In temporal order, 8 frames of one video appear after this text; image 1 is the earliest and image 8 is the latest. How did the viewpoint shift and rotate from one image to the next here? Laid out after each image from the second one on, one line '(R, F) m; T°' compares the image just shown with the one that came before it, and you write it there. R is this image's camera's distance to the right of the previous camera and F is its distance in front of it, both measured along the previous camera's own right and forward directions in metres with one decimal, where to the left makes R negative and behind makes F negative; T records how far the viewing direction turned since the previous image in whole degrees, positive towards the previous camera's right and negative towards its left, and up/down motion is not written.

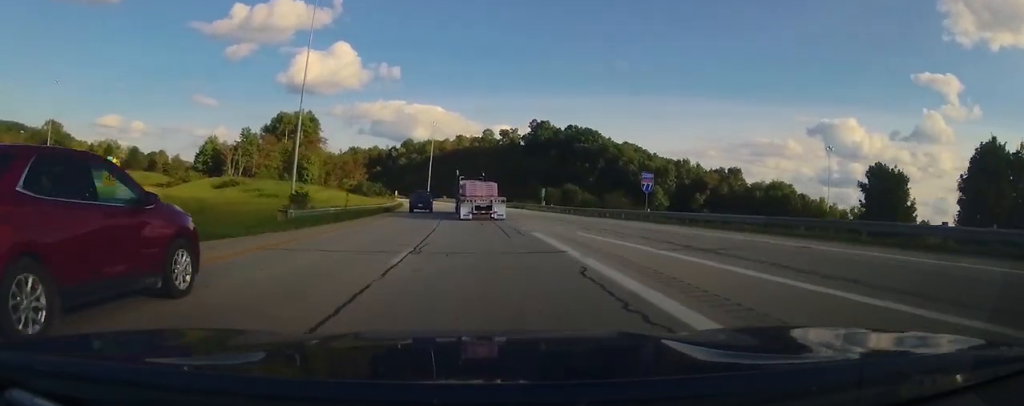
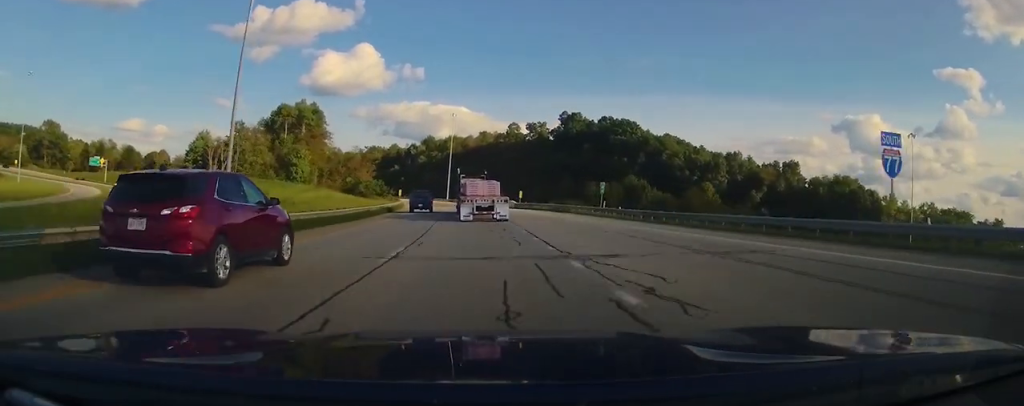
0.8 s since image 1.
(0.0, +24.2) m; 0°
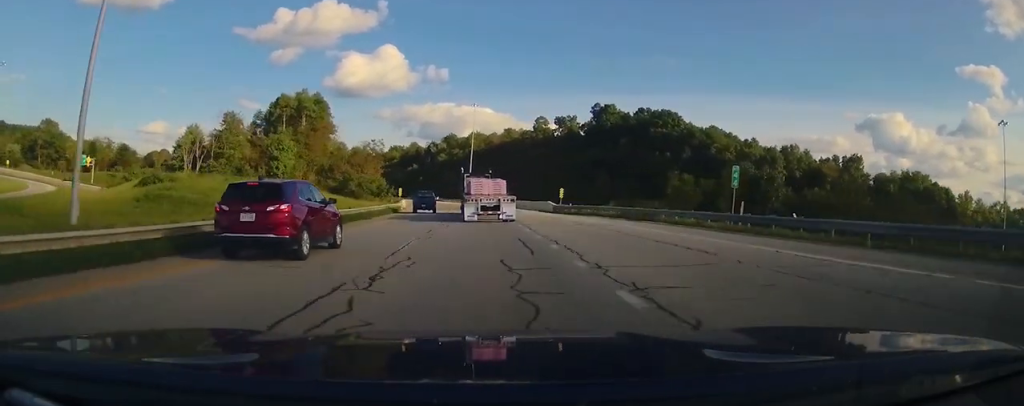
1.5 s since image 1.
(0.0, +22.1) m; -2°
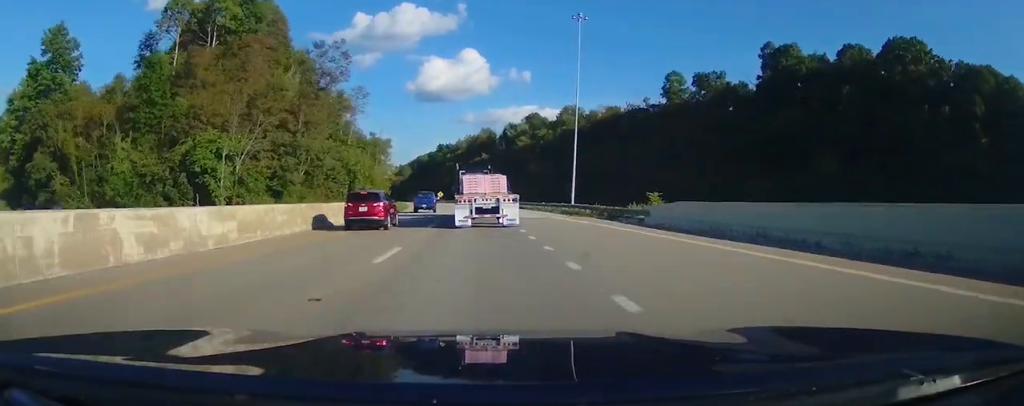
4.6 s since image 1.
(-15.7, +88.4) m; -14°
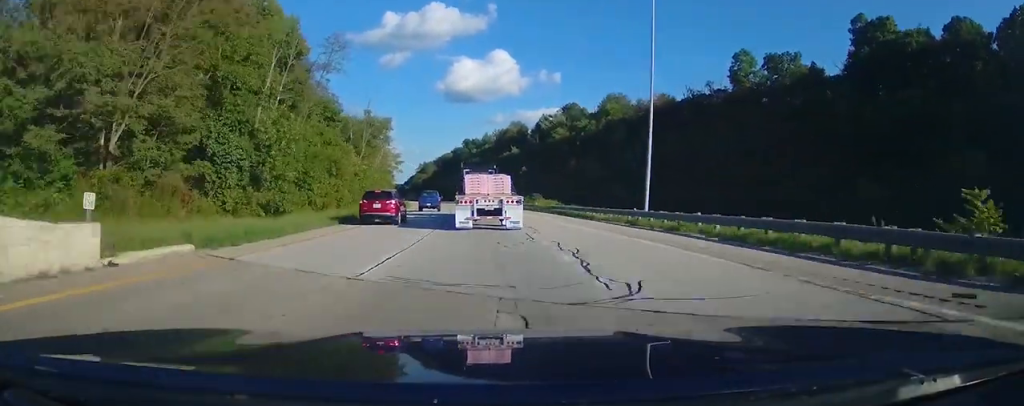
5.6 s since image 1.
(0.0, +28.2) m; 0°
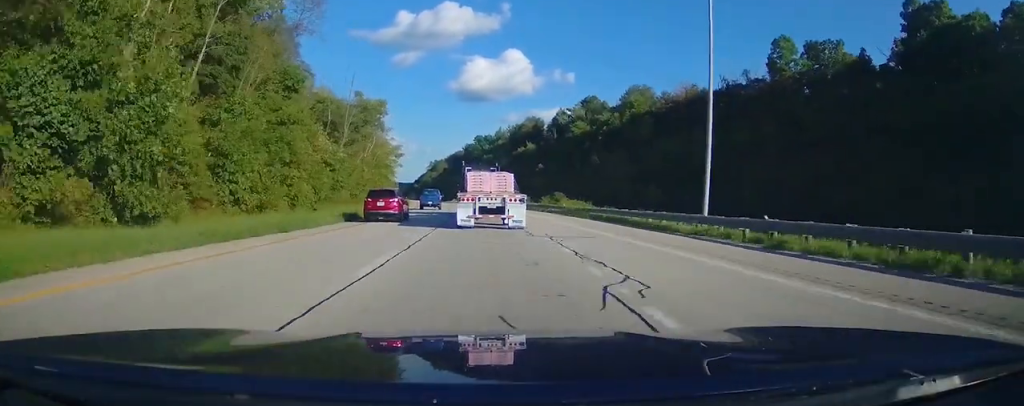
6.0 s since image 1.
(0.0, +13.6) m; 0°
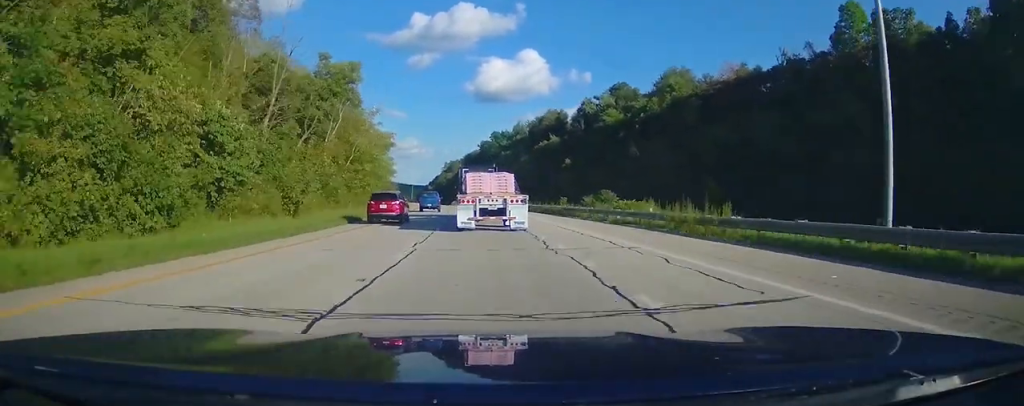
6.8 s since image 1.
(0.0, +21.2) m; 0°
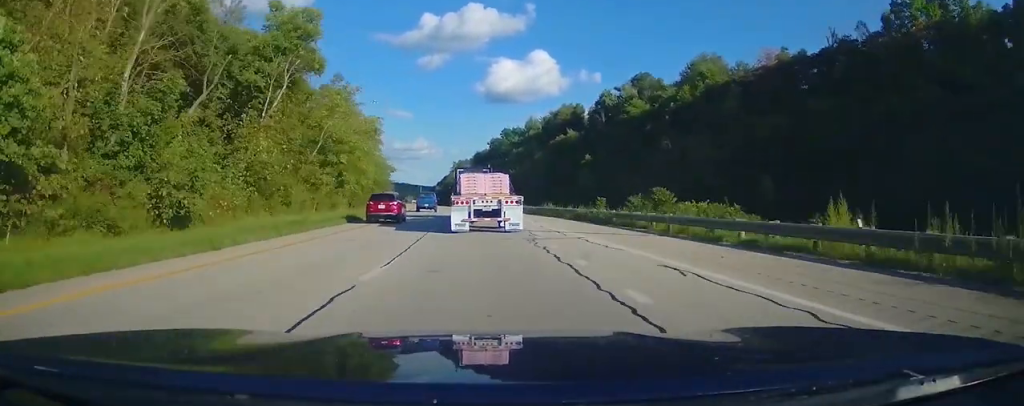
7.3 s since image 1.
(0.0, +14.4) m; 0°
